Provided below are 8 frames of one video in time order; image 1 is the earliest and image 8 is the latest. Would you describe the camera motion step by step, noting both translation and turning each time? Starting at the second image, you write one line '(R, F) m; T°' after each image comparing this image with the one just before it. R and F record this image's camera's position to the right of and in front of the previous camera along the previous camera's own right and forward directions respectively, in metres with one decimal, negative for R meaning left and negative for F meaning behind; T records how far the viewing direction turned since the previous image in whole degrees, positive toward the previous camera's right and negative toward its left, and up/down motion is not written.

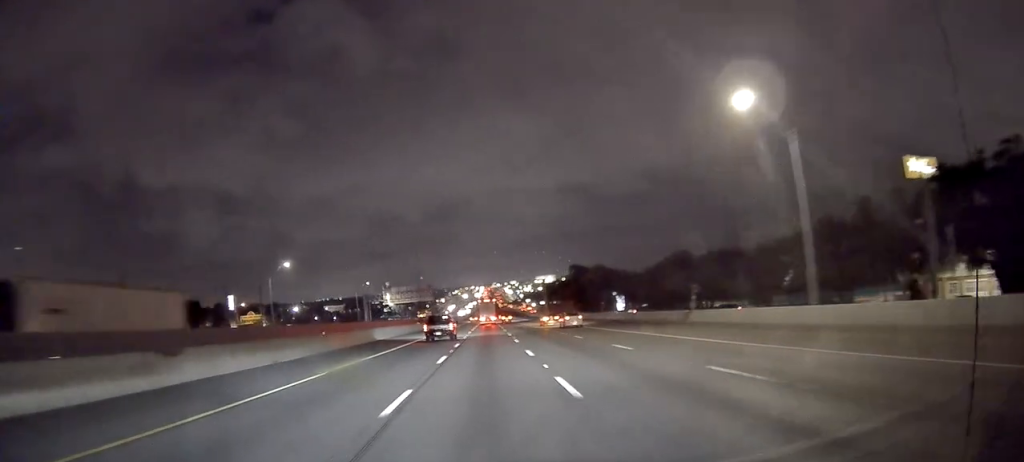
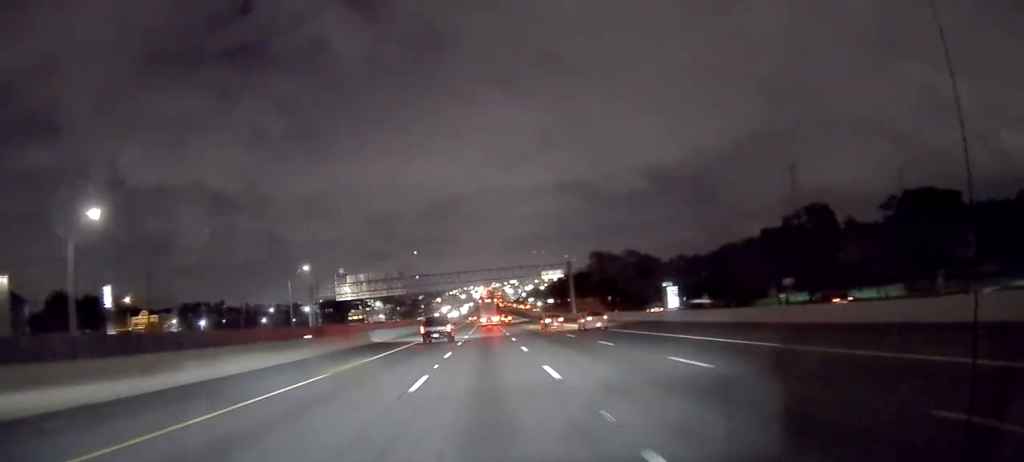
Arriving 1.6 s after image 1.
(-0.7, +54.5) m; 0°
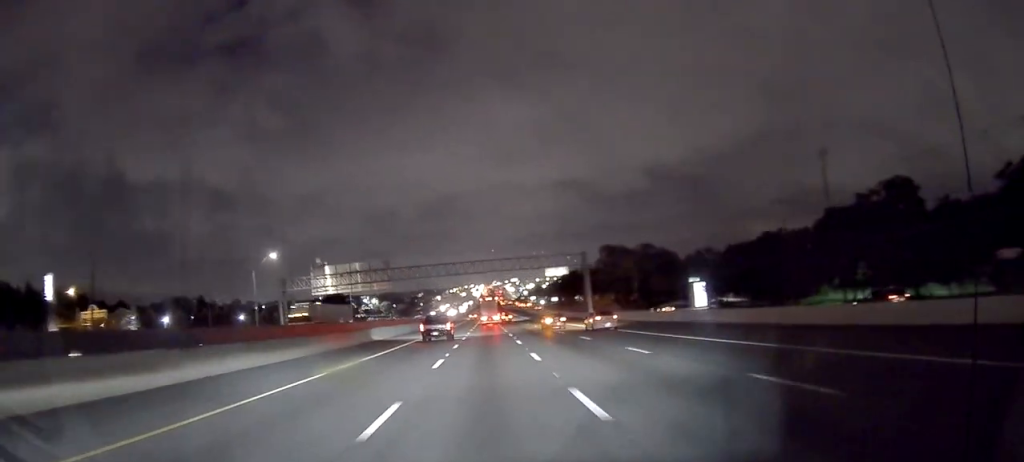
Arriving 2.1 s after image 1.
(+0.3, +17.4) m; 0°
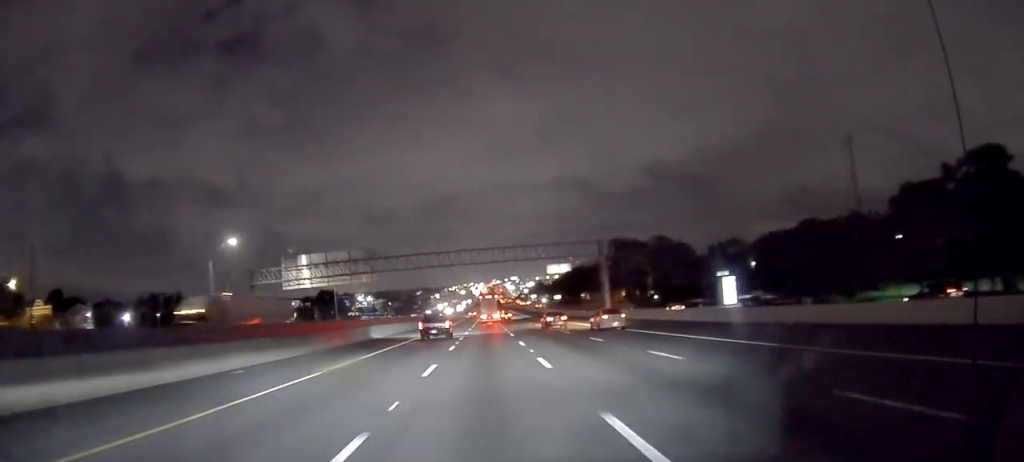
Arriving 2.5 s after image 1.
(+0.2, +15.1) m; 0°
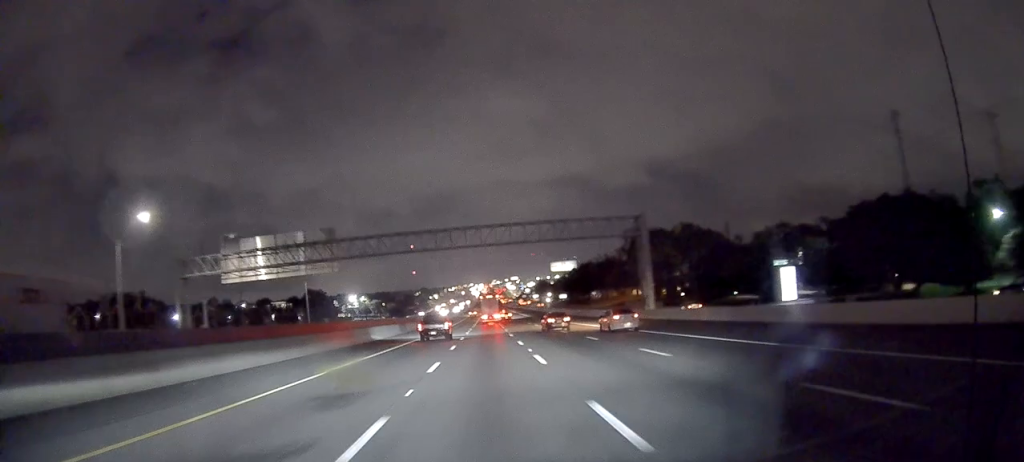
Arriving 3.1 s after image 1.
(-0.5, +21.9) m; 0°
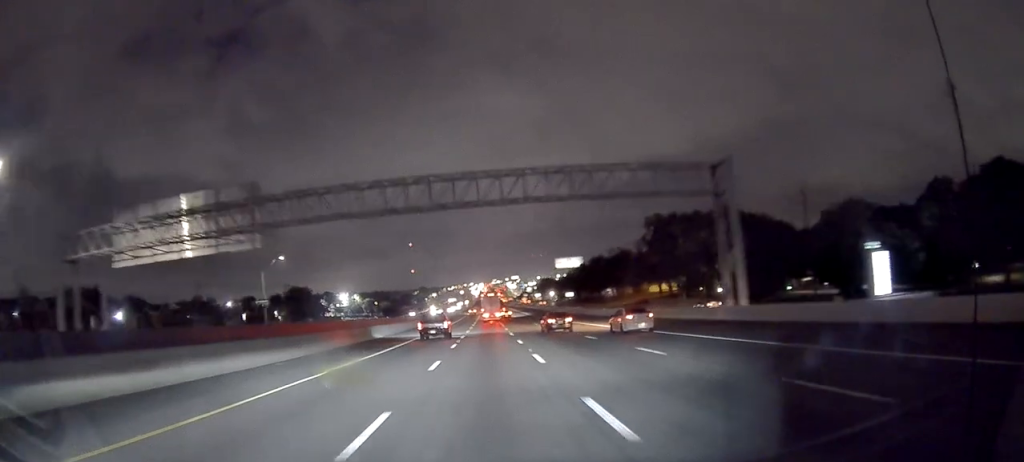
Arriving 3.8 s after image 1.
(+0.1, +23.0) m; 0°
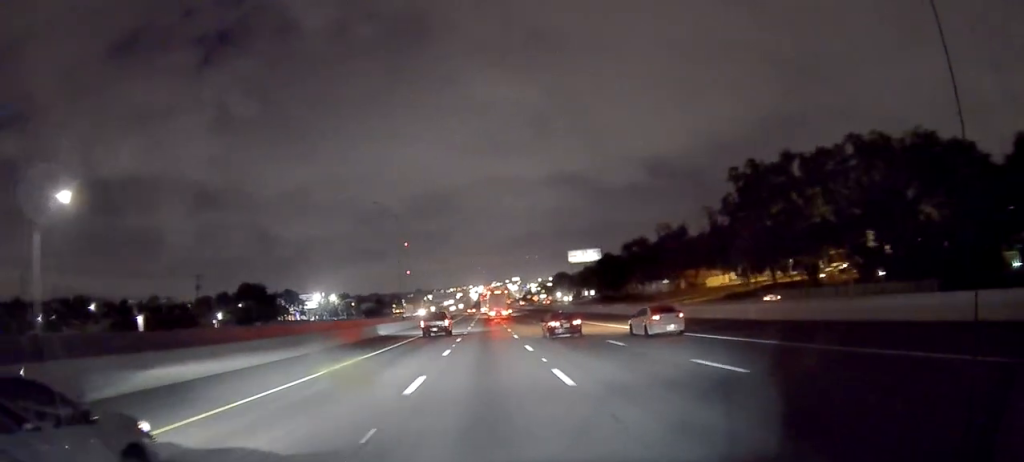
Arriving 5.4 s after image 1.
(+0.1, +53.3) m; 0°
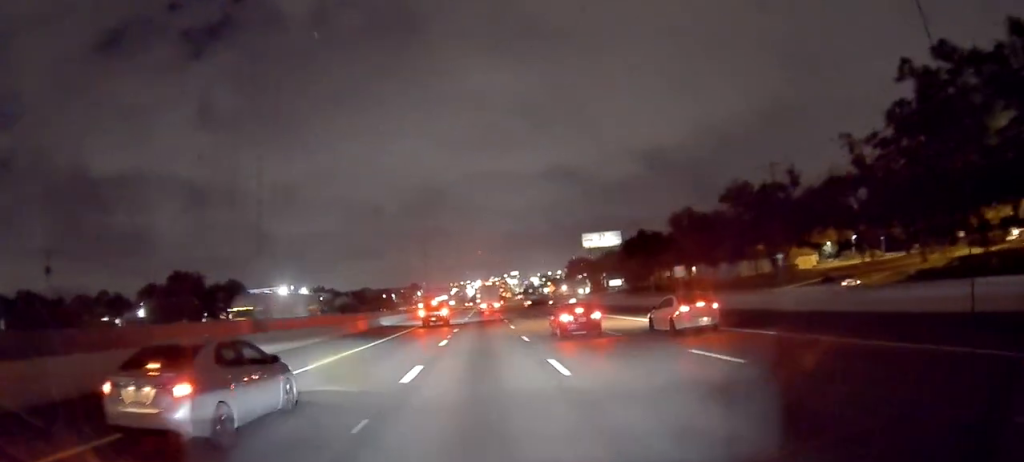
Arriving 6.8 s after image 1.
(+0.1, +46.8) m; 0°
